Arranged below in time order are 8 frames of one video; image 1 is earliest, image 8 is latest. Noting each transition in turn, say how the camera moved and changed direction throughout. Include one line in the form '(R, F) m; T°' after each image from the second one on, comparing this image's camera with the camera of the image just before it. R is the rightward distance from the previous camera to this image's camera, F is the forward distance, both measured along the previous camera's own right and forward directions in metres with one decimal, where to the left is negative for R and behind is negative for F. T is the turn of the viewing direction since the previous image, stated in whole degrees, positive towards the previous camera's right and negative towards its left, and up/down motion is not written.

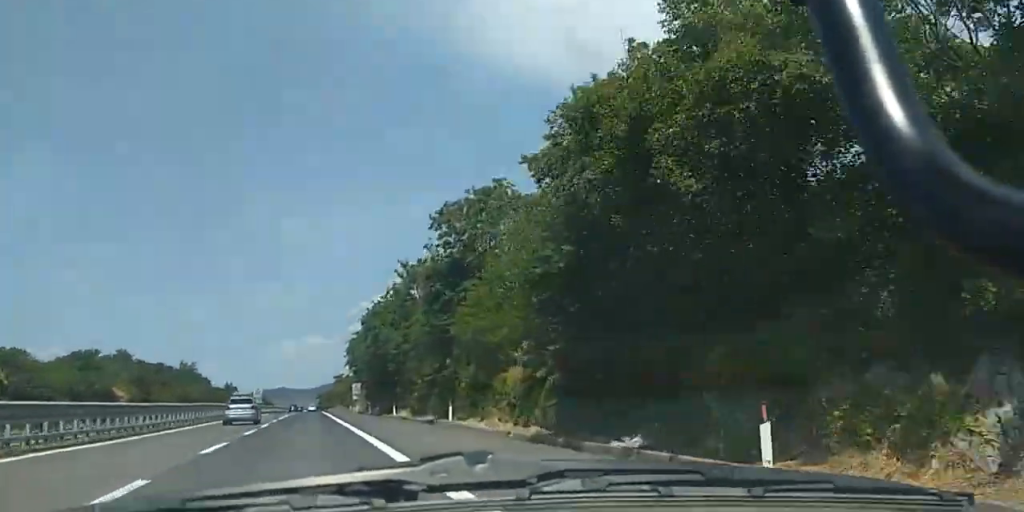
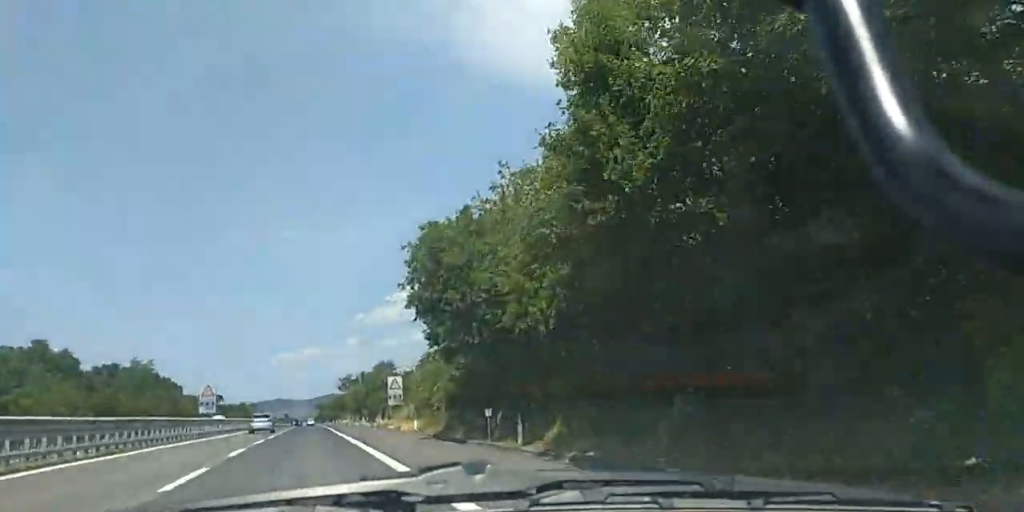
(+0.3, +62.2) m; 0°
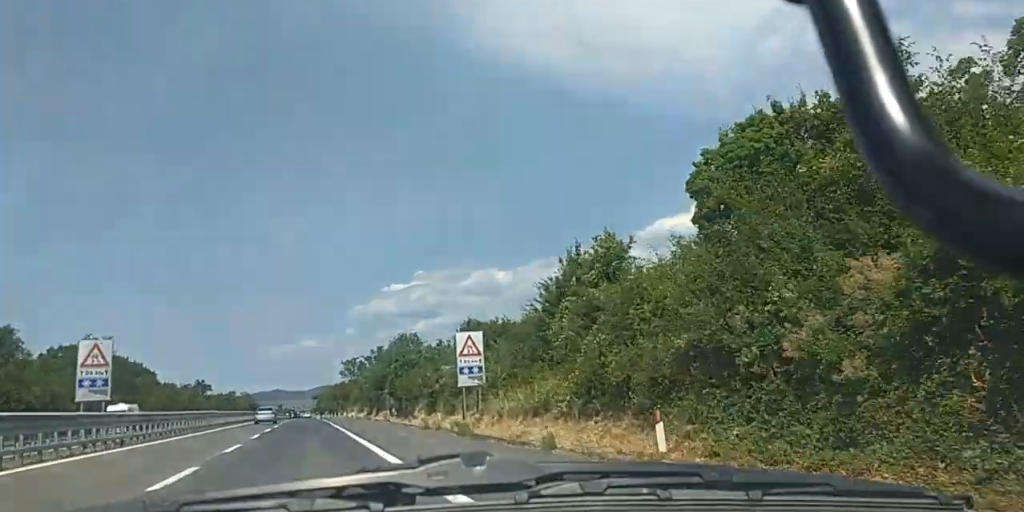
(-0.3, +33.7) m; +1°
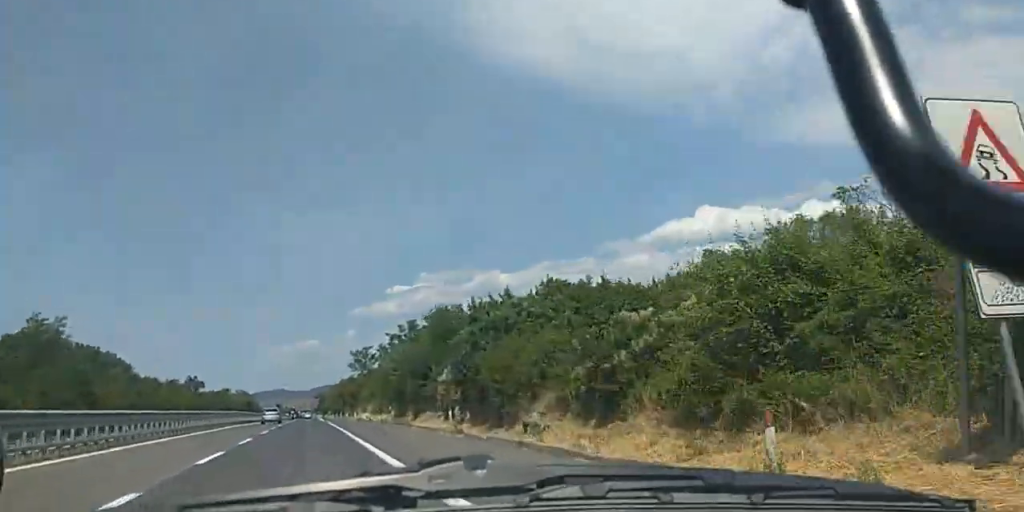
(+0.6, +28.1) m; 0°
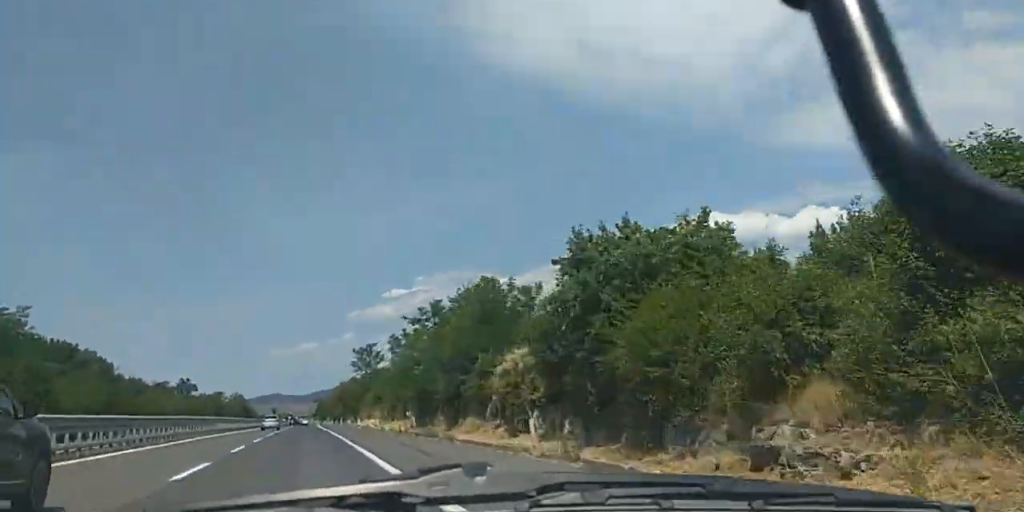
(-0.3, +13.6) m; 0°
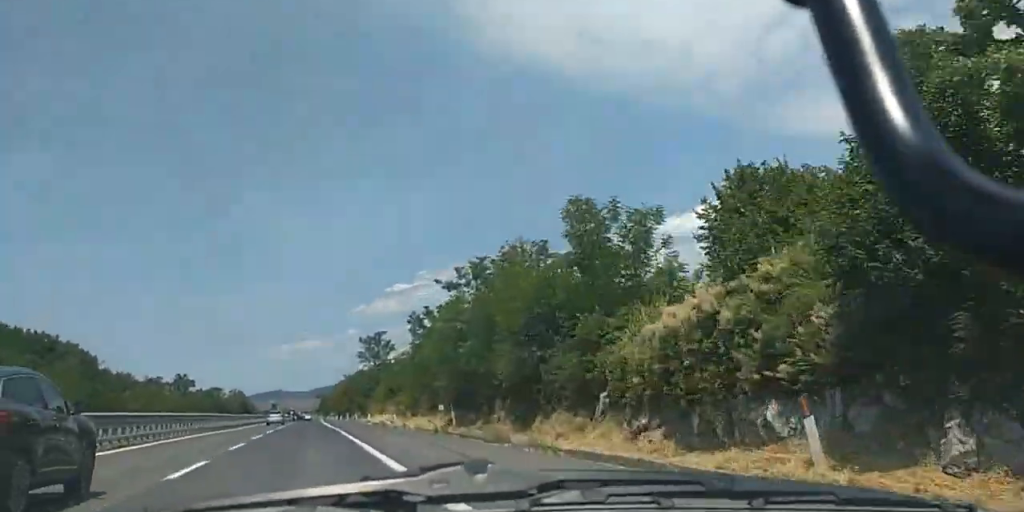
(-0.3, +12.6) m; 0°
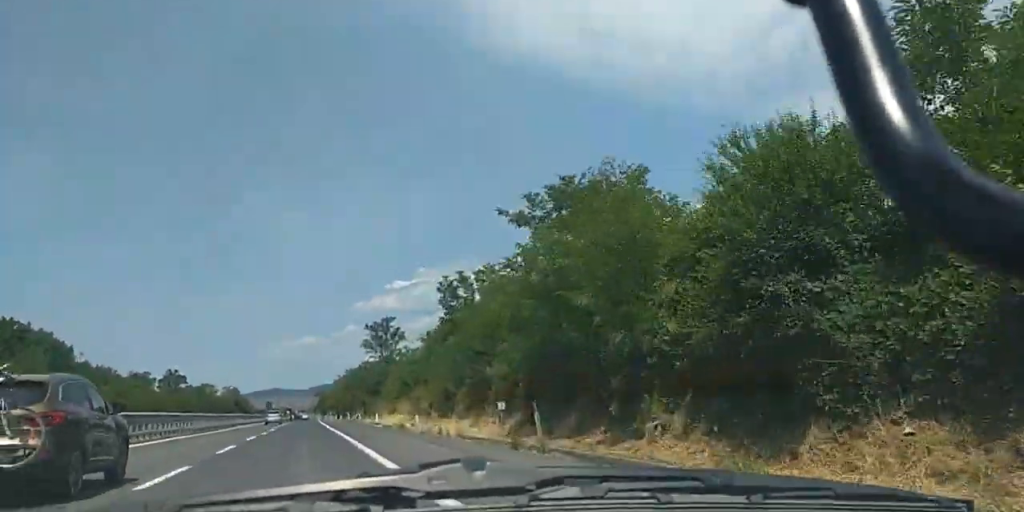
(+0.2, +13.7) m; 0°
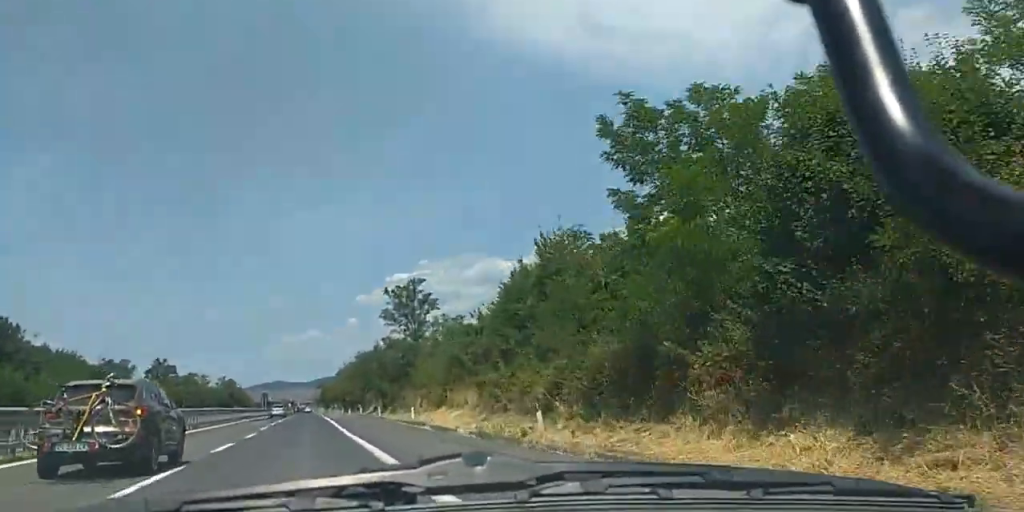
(+0.3, +23.4) m; 0°
